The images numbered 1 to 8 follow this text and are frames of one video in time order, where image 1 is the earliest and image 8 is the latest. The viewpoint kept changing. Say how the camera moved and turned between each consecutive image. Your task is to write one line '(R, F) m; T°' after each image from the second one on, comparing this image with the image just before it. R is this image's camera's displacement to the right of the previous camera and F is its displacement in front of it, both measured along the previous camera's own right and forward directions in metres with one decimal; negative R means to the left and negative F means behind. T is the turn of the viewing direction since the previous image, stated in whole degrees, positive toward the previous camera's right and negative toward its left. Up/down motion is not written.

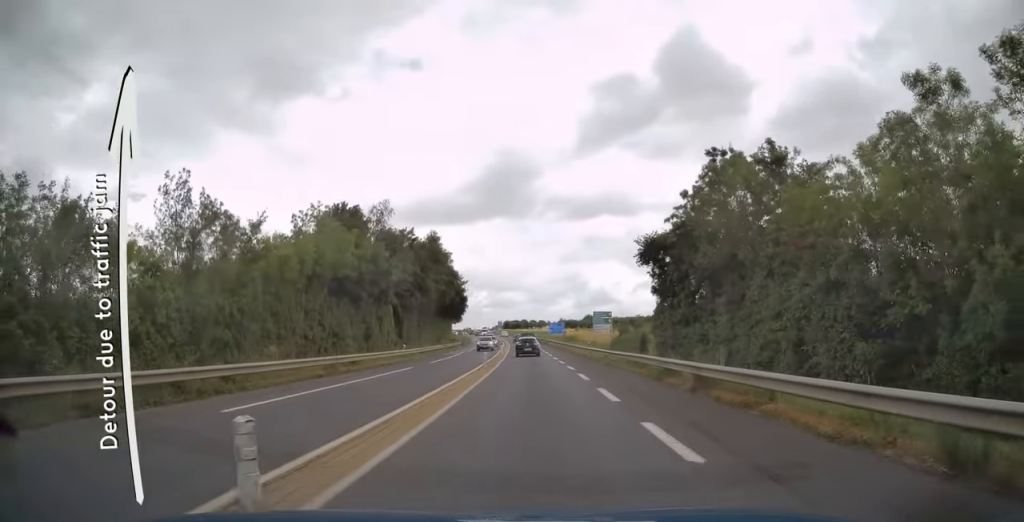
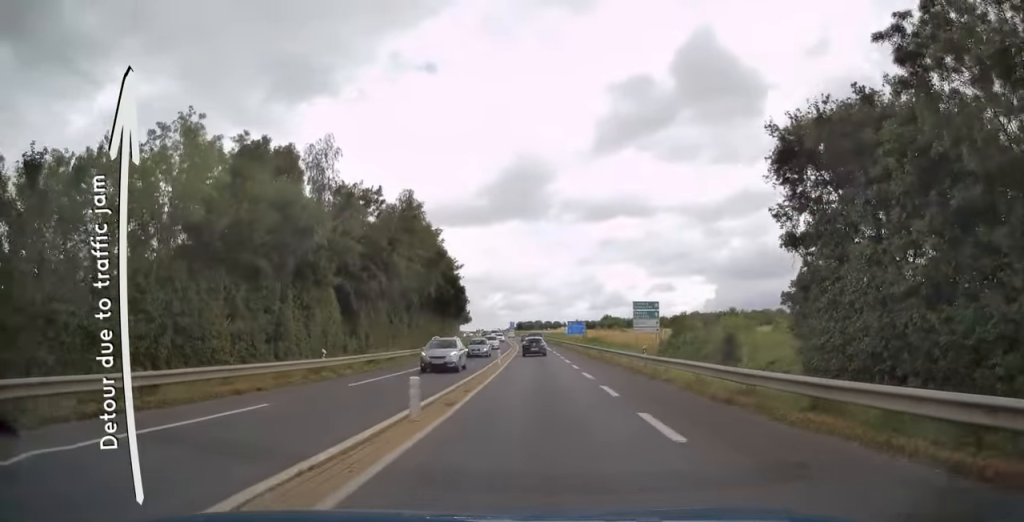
(-0.1, +18.2) m; -1°
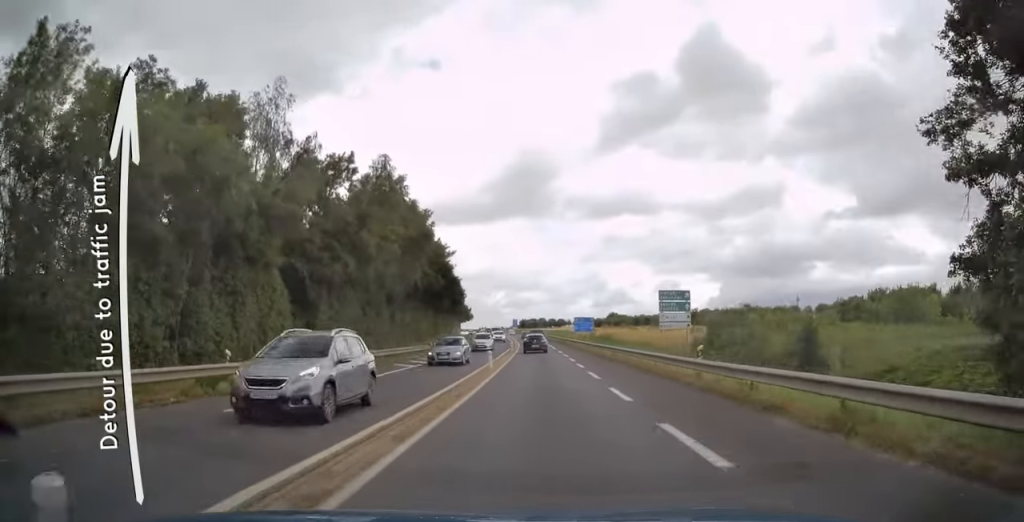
(0.0, +8.2) m; -1°
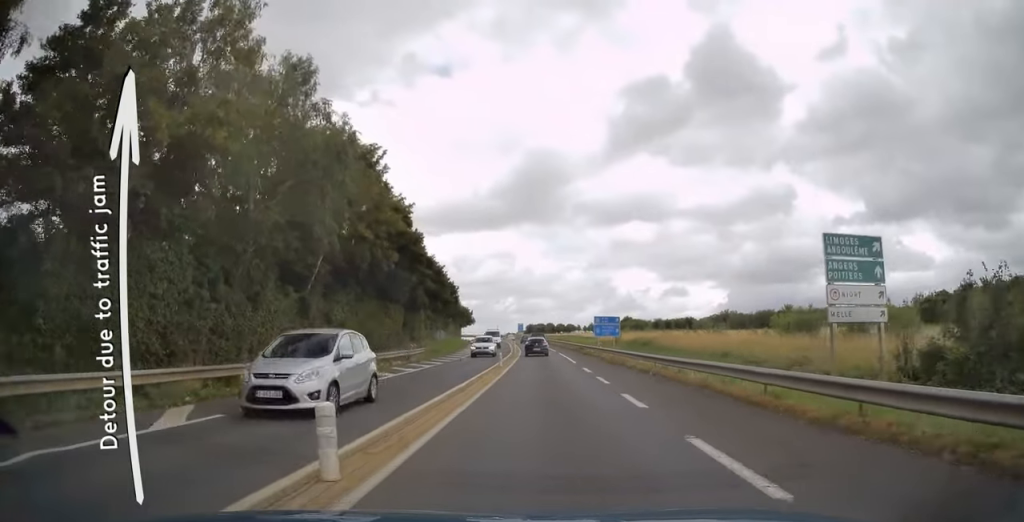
(-0.3, +20.4) m; -1°
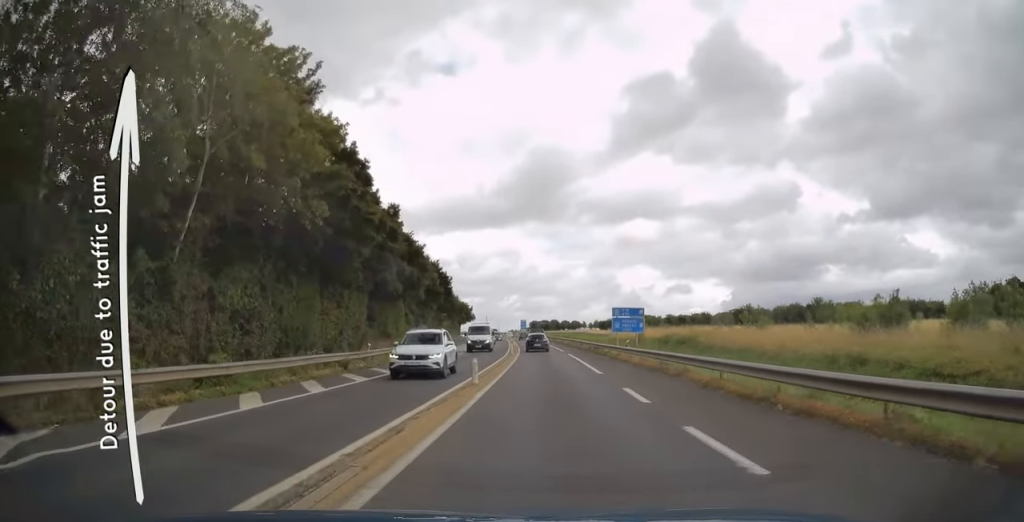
(0.0, +12.5) m; 0°
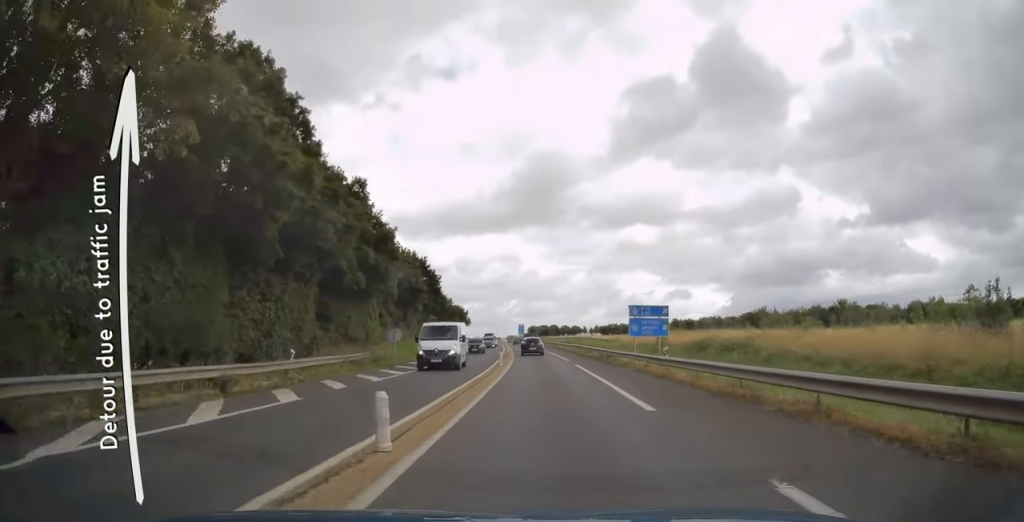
(0.0, +9.9) m; 0°
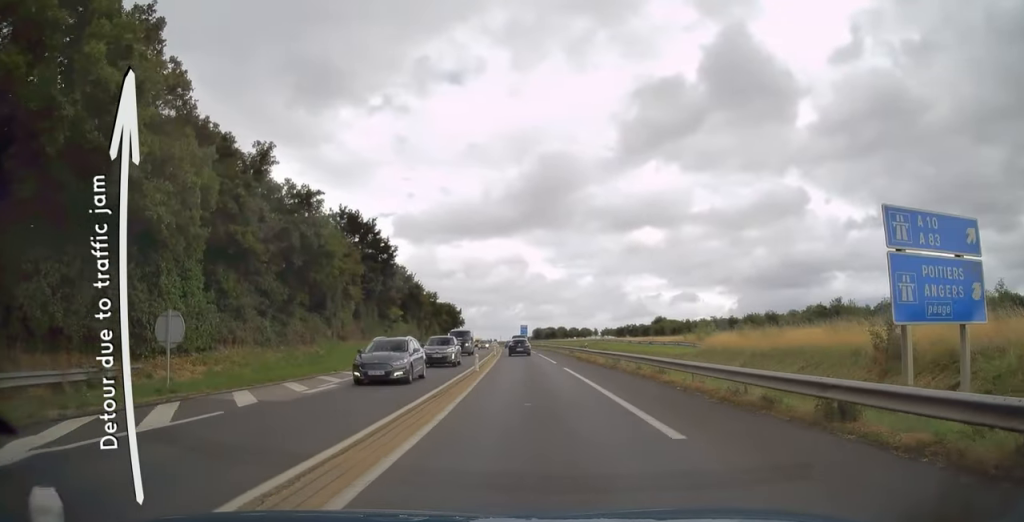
(-0.3, +29.3) m; -1°
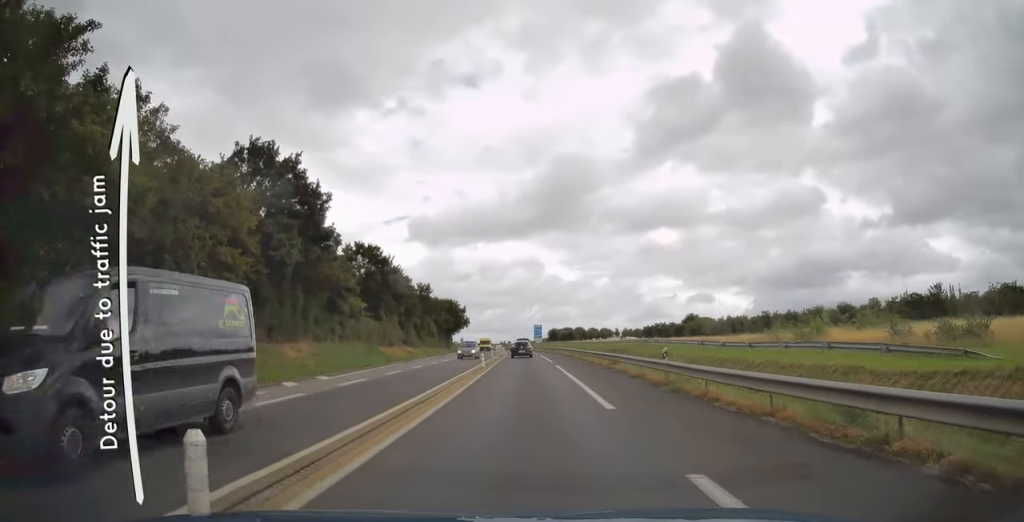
(-0.1, +22.1) m; 0°
